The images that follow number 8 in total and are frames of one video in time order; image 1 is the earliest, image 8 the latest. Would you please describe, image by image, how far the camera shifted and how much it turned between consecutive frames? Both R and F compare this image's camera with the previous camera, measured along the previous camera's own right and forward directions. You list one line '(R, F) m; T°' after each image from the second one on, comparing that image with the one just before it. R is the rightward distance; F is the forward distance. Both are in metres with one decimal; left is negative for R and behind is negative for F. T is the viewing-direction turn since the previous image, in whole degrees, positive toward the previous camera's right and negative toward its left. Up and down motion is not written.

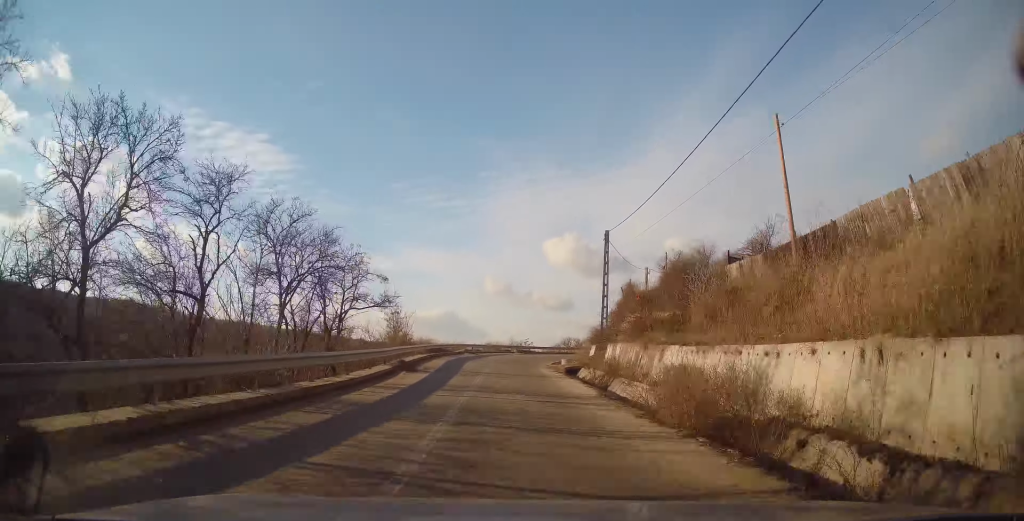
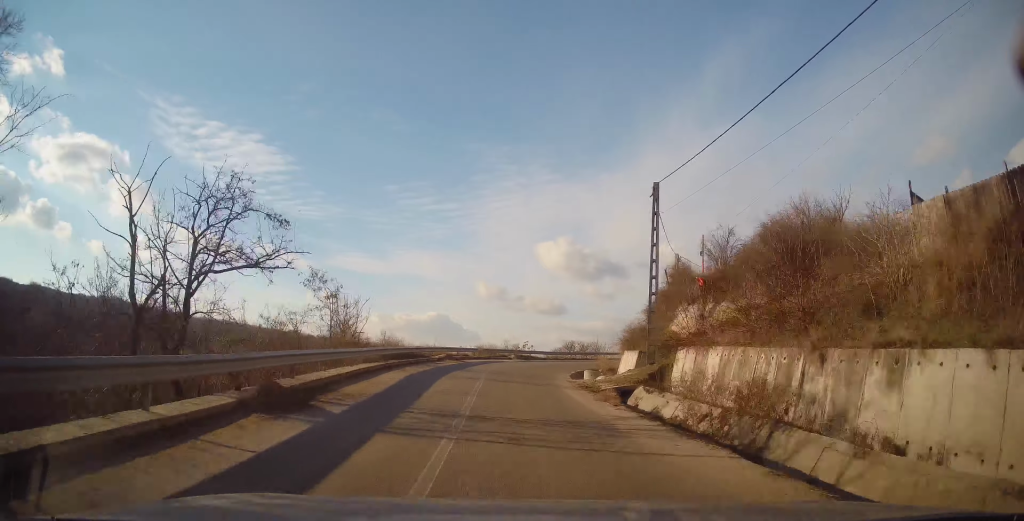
(+0.1, +12.4) m; +2°
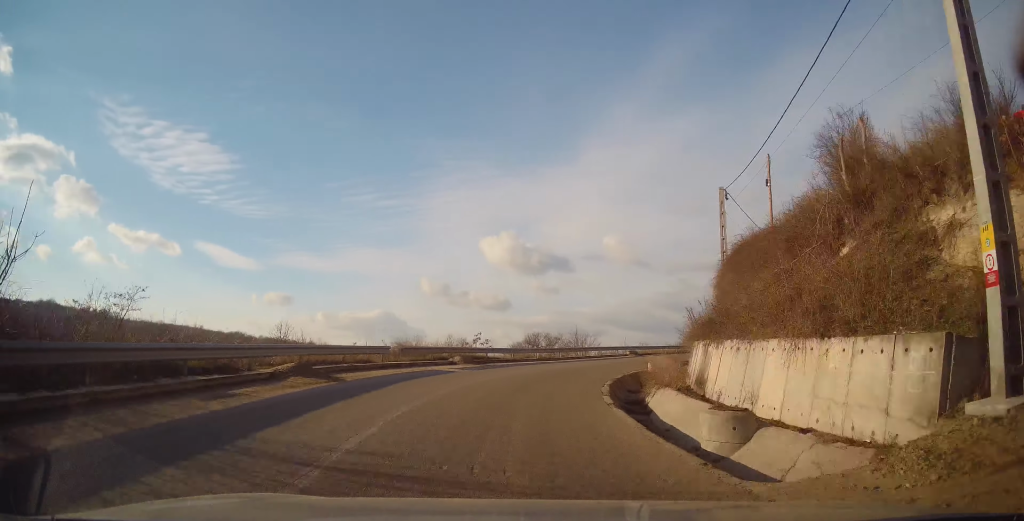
(+0.7, +19.9) m; +8°
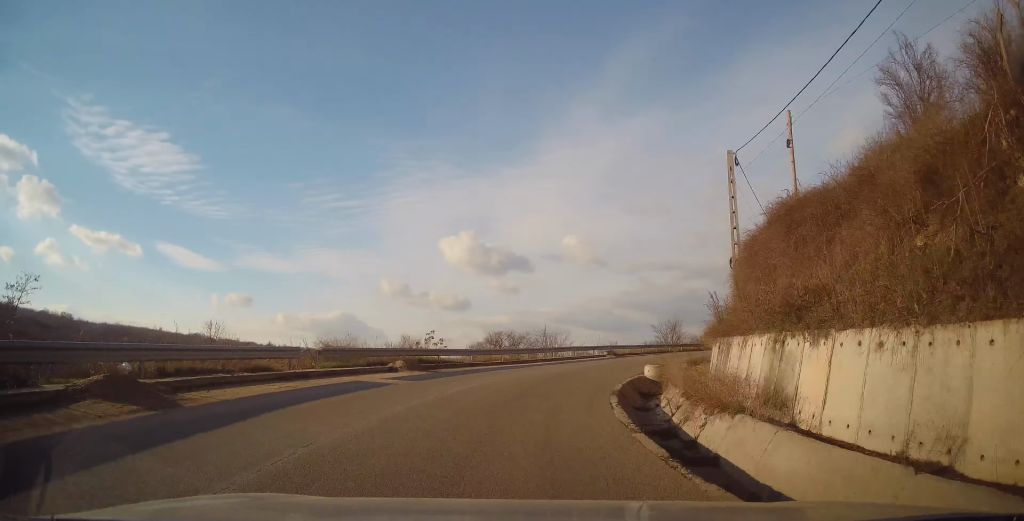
(+0.2, +6.1) m; +4°
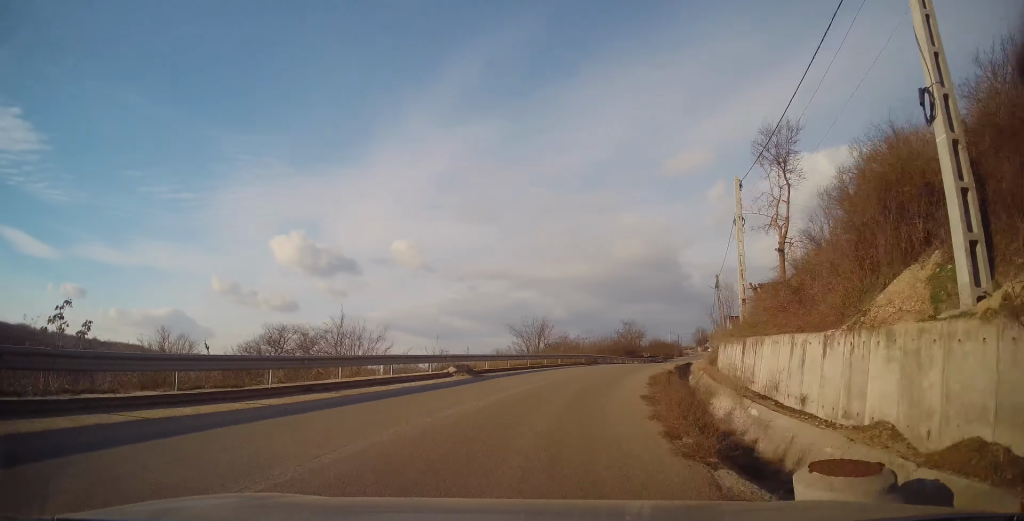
(+2.9, +20.2) m; +17°
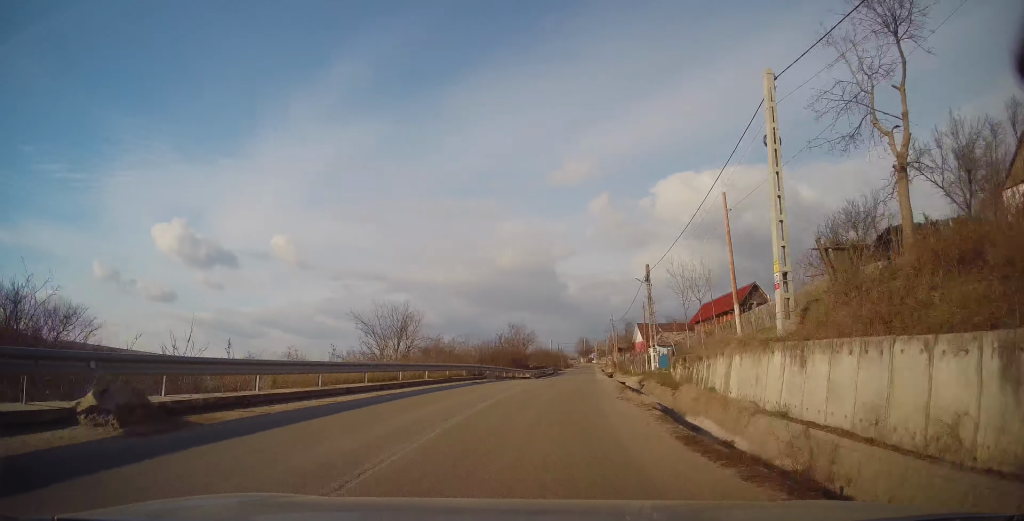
(+1.8, +14.9) m; +12°
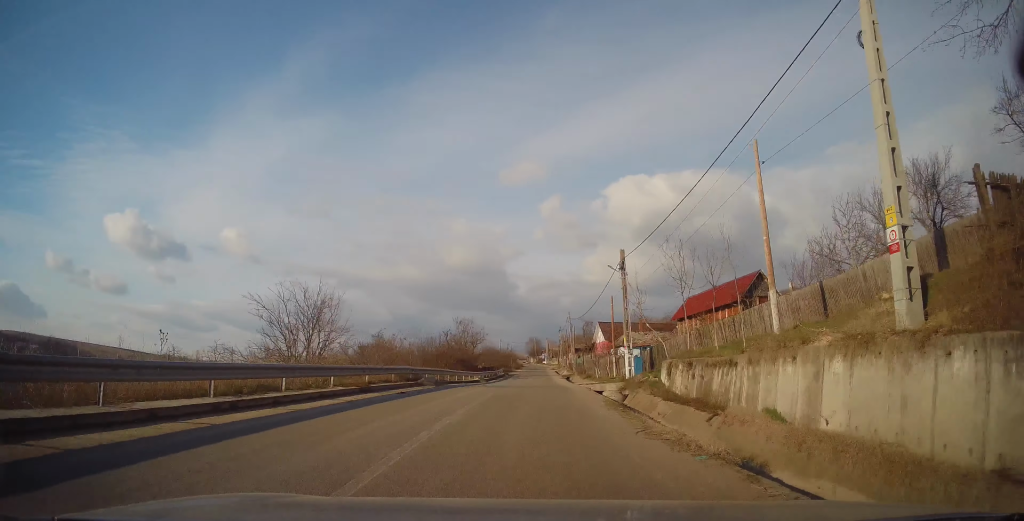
(+0.2, +6.6) m; +4°
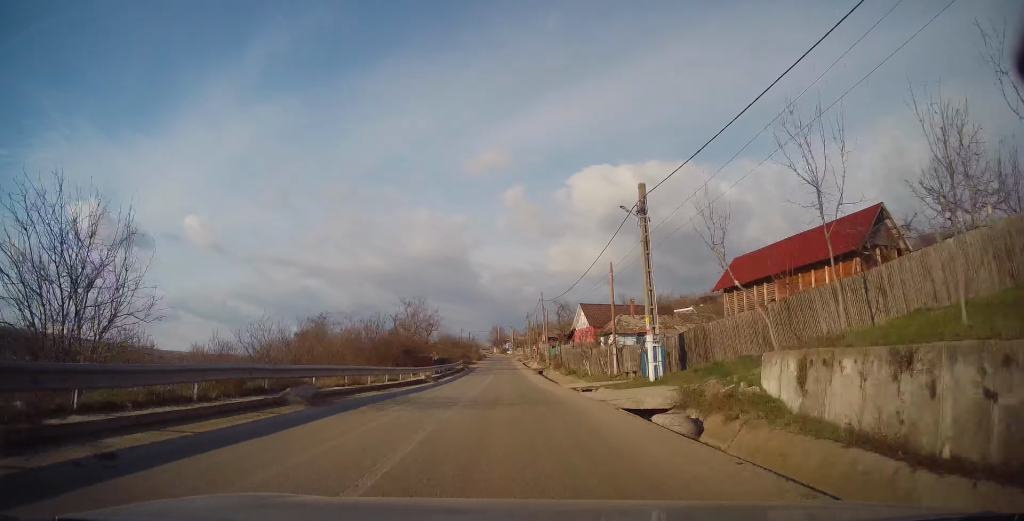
(+0.8, +12.4) m; +5°
